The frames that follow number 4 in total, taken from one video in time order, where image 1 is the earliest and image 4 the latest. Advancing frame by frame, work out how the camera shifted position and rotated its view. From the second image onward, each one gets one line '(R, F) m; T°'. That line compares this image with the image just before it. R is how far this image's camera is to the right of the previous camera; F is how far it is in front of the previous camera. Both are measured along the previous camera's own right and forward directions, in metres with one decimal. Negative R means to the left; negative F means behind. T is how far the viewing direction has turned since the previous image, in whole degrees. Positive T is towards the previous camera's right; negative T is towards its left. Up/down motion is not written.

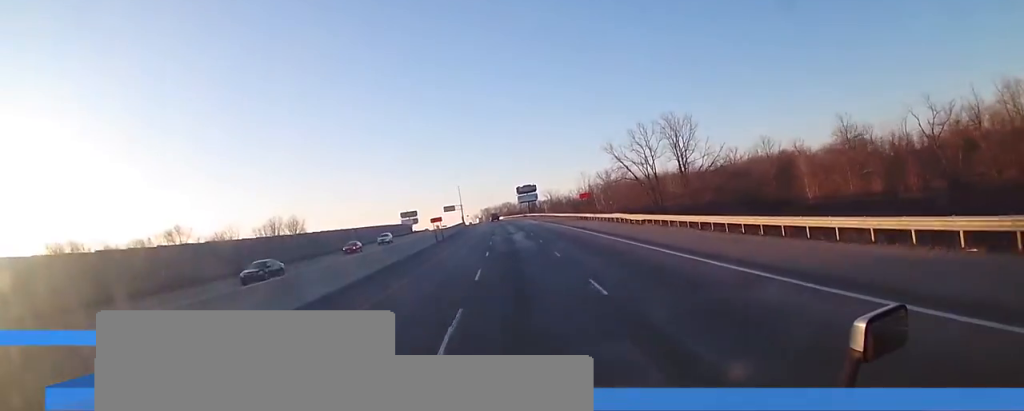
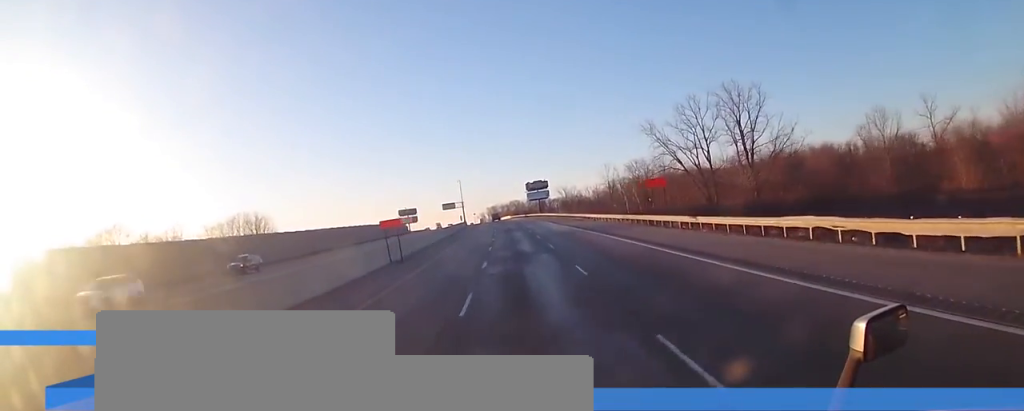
(-0.5, +31.8) m; -1°
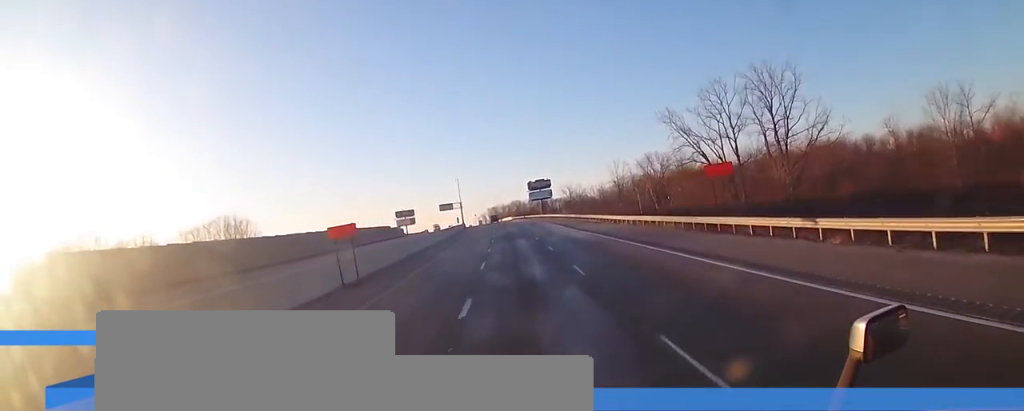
(0.0, +12.8) m; 0°
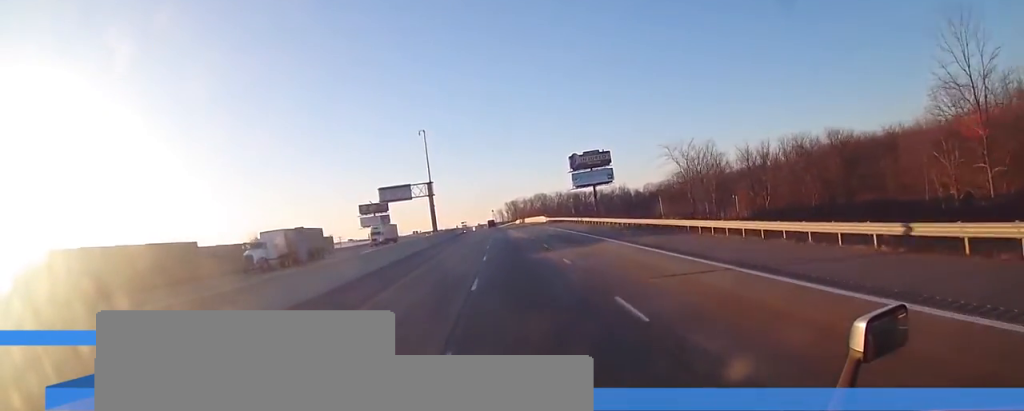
(-1.4, +115.5) m; -1°
